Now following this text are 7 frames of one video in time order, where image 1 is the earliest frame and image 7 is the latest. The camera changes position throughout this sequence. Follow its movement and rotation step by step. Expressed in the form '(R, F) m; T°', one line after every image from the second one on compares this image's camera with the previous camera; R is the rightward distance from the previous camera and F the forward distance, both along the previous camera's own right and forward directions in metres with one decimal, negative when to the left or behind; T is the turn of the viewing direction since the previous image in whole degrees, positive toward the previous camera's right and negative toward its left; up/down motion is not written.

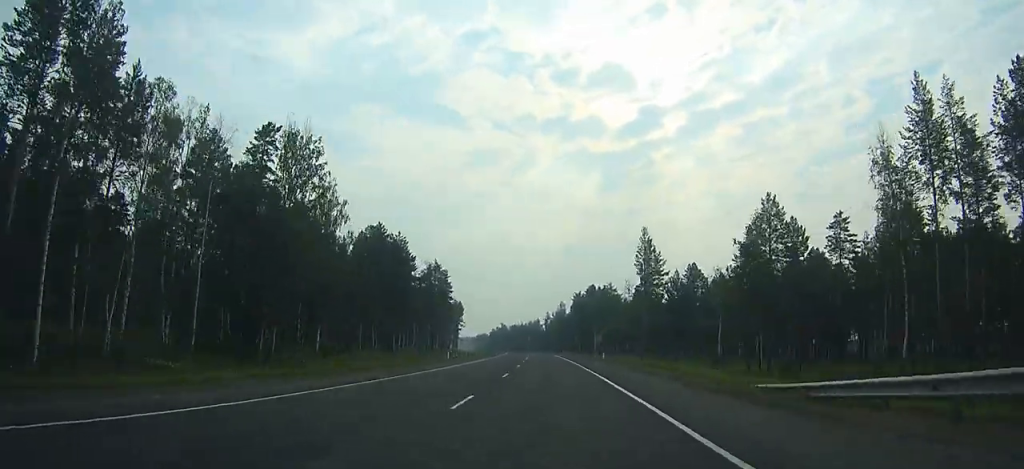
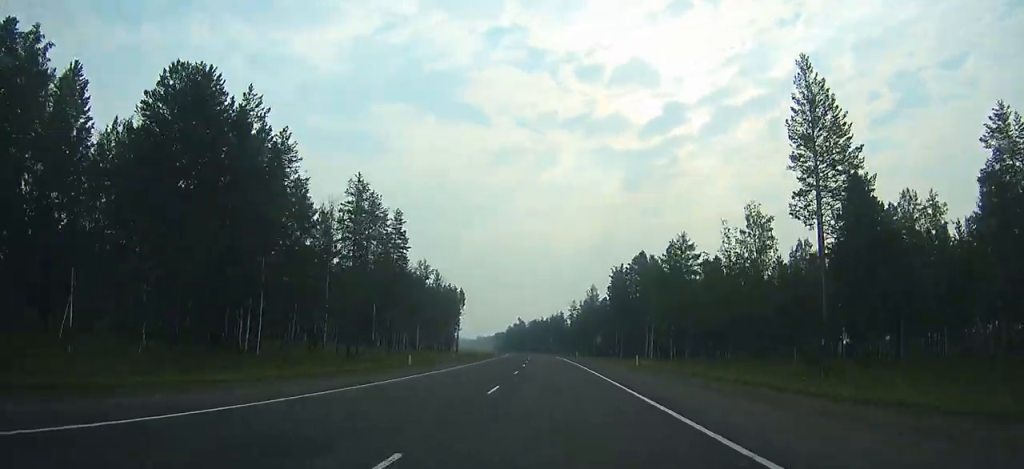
(-1.5, +67.8) m; -2°
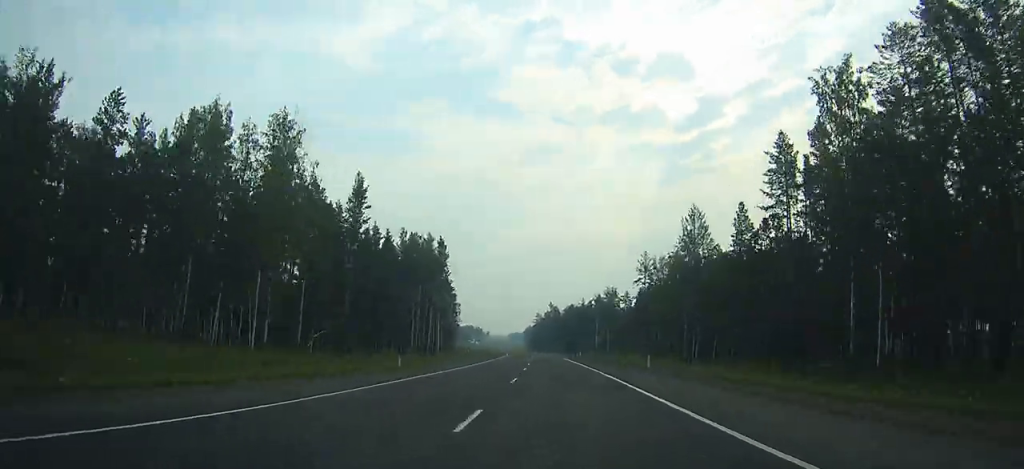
(-3.3, +103.3) m; -4°
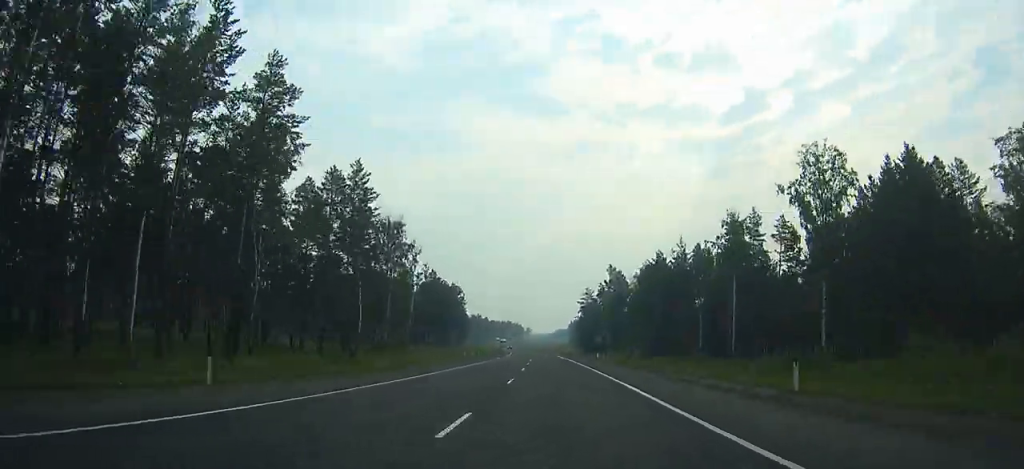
(-4.9, +116.0) m; -4°
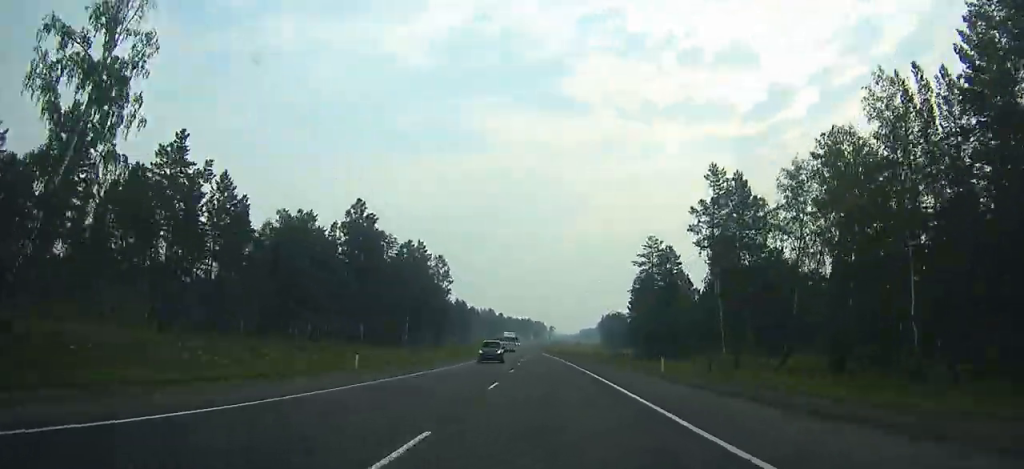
(-2.2, +80.3) m; -3°
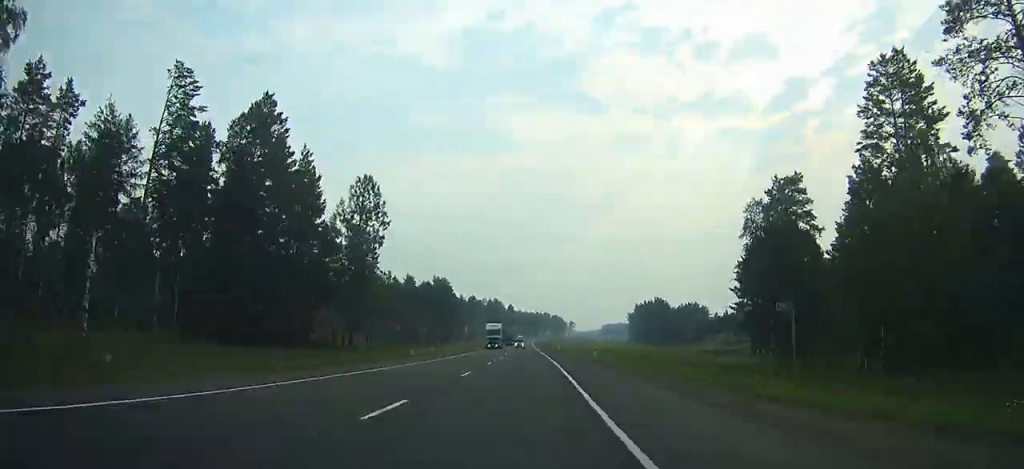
(-1.1, +75.3) m; -2°
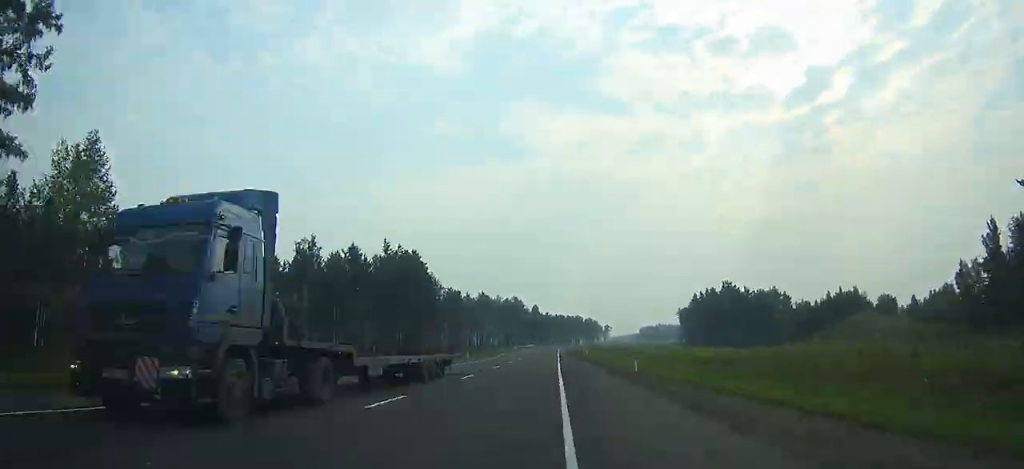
(-1.5, +69.8) m; -2°
